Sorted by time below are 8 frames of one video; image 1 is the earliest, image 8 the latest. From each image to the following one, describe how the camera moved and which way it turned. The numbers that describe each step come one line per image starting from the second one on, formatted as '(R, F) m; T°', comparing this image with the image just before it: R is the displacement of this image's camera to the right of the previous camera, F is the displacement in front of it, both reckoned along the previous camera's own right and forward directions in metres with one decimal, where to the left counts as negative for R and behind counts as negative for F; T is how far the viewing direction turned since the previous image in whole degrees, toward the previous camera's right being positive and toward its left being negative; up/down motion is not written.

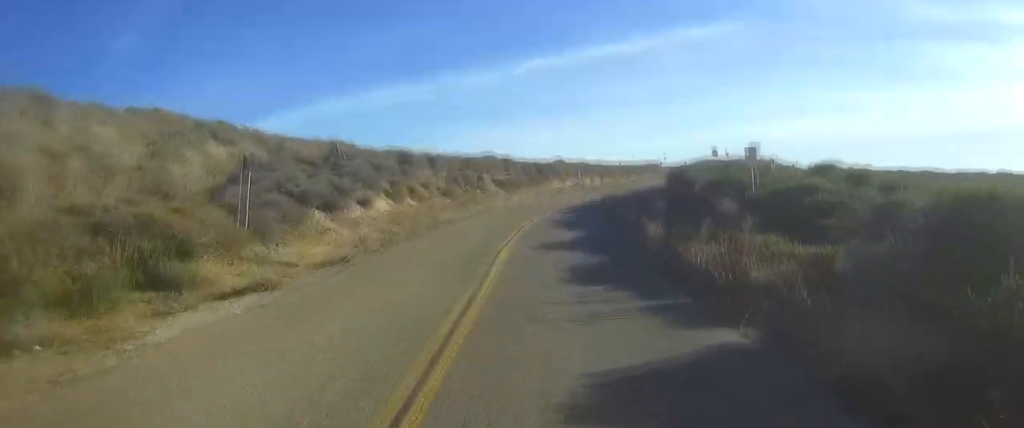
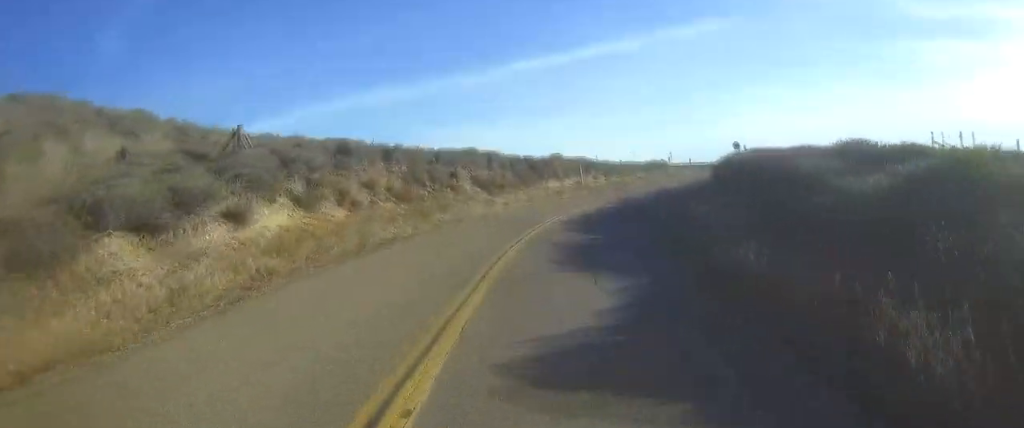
(0.0, +11.5) m; +3°
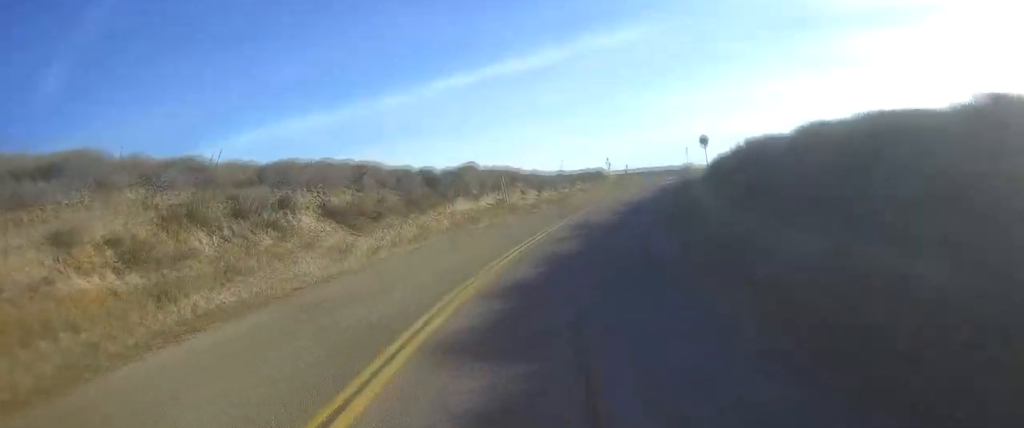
(+0.9, +15.4) m; +7°
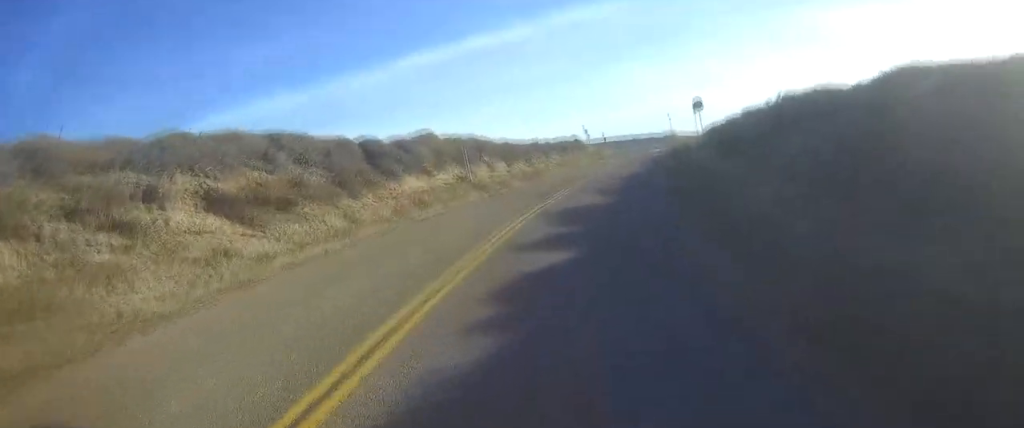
(+0.2, +6.8) m; +2°
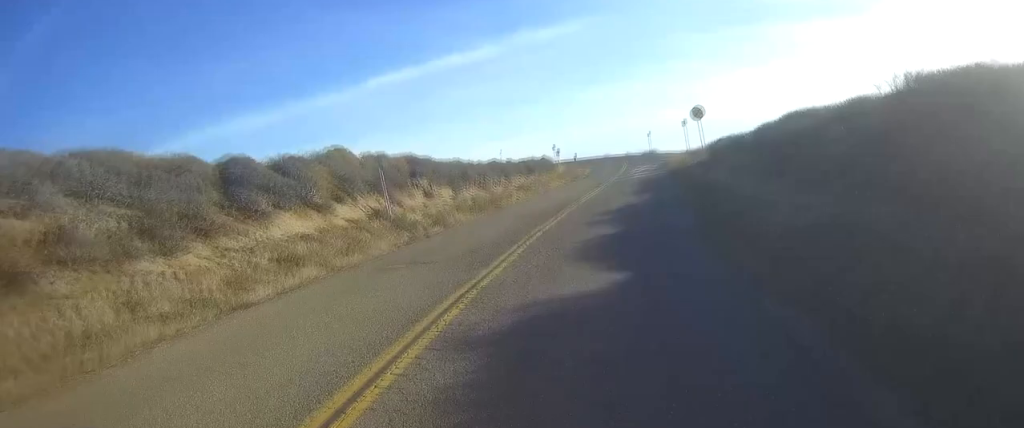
(+0.2, +10.1) m; +2°
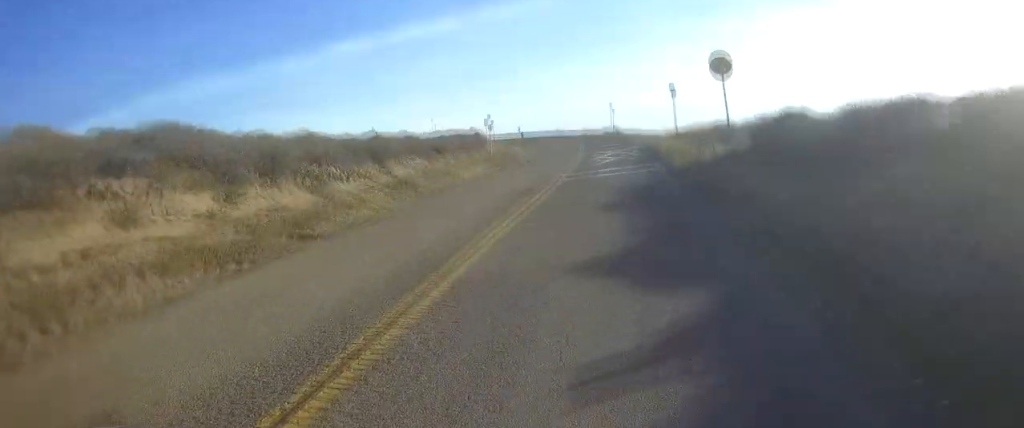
(+0.8, +18.0) m; +6°
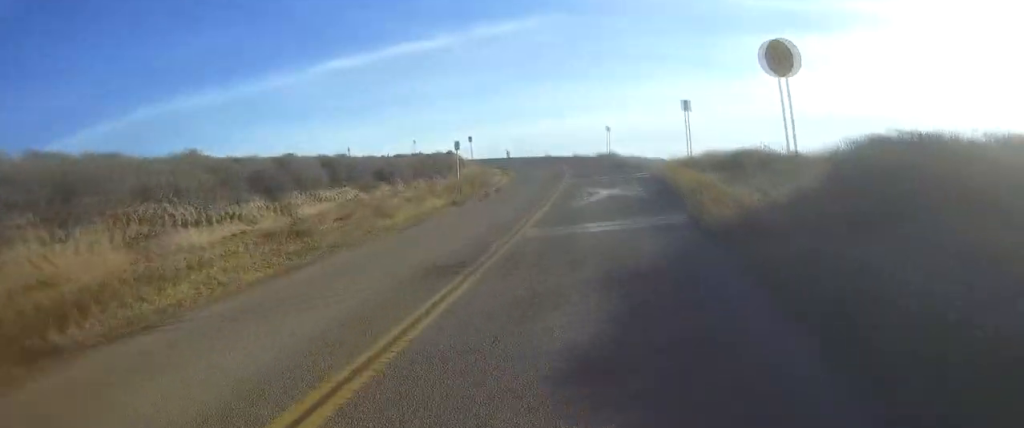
(+0.4, +8.5) m; +3°
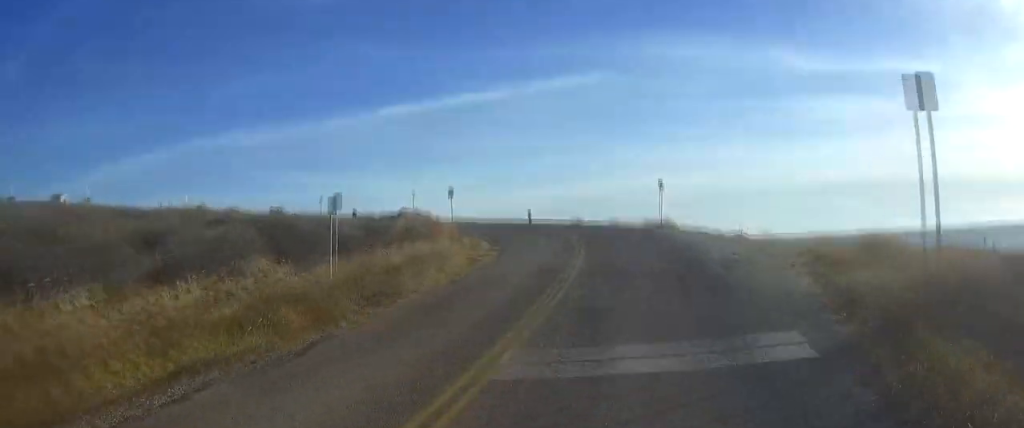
(+0.3, +21.8) m; 0°
